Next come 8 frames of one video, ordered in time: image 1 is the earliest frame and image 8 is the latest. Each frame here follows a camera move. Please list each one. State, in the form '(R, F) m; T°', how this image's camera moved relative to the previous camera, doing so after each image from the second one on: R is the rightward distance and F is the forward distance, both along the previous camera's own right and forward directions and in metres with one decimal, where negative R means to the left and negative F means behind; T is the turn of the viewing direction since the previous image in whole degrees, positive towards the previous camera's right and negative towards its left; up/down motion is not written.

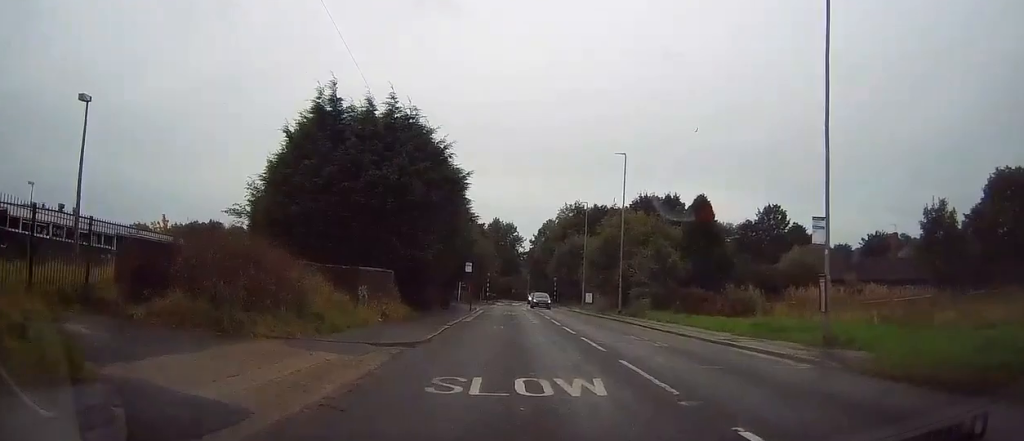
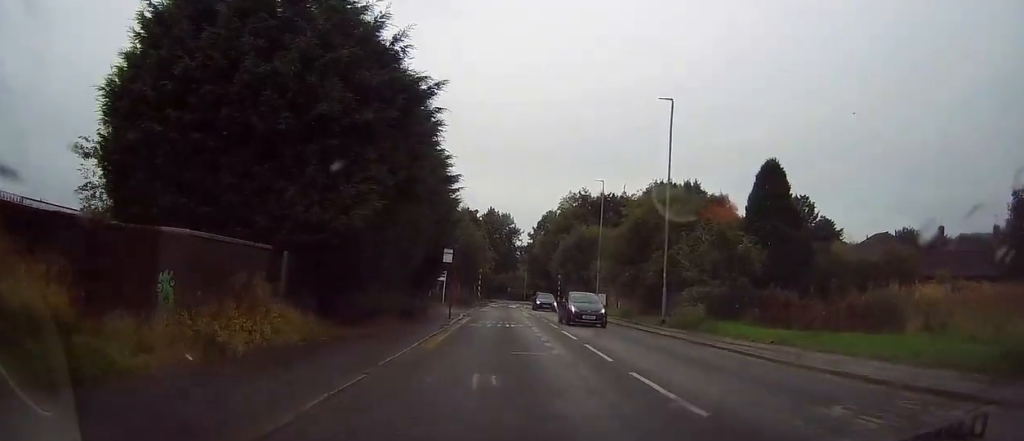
(+0.2, +12.9) m; -1°
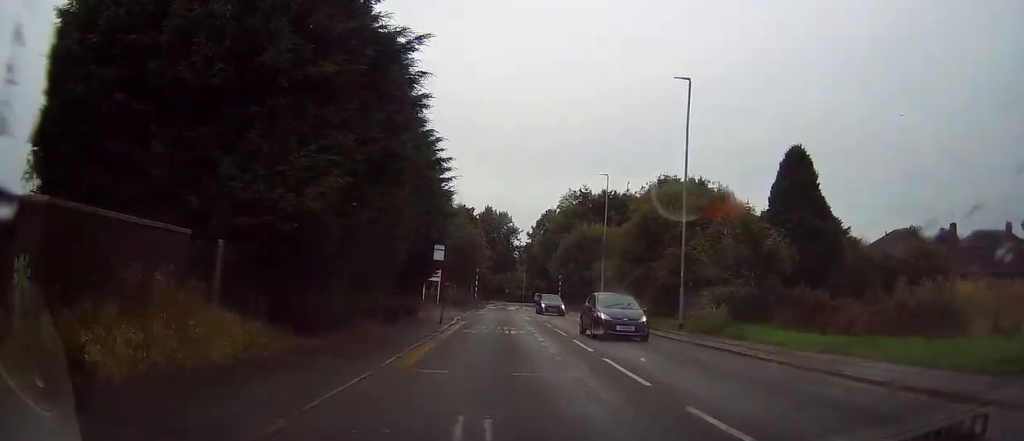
(-0.2, +3.3) m; 0°
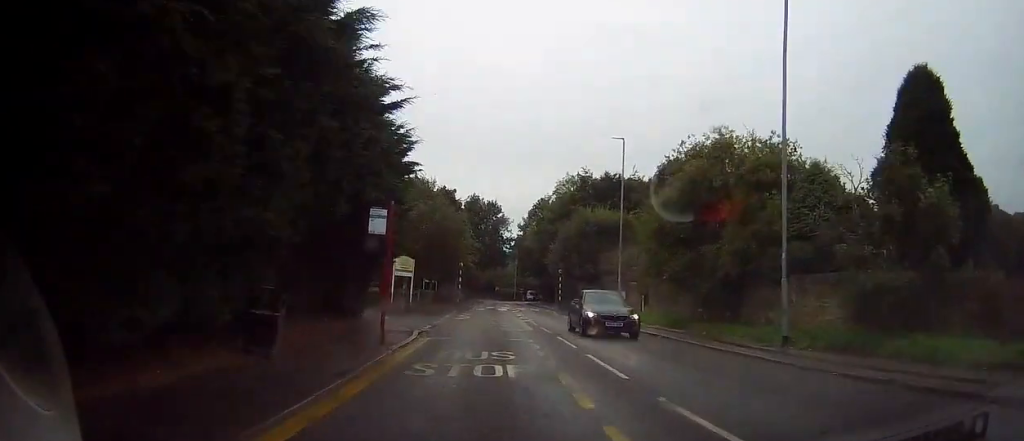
(+0.5, +11.0) m; +1°
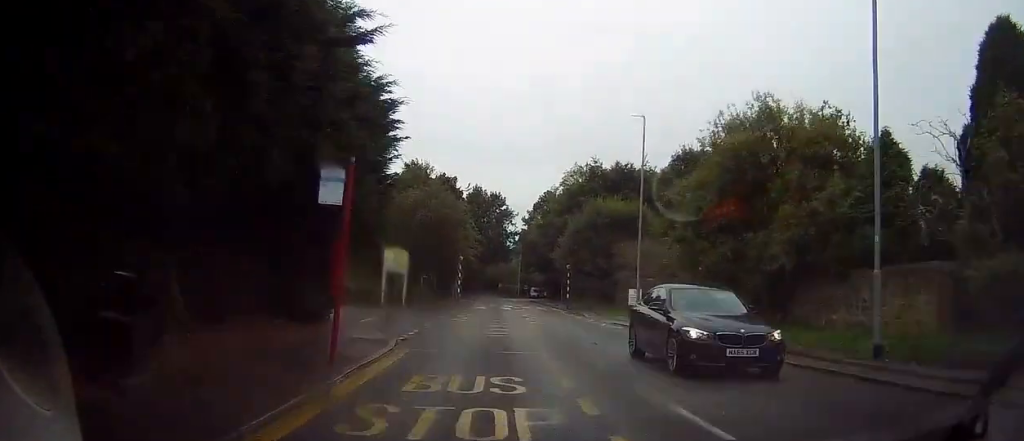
(-0.3, +4.4) m; 0°
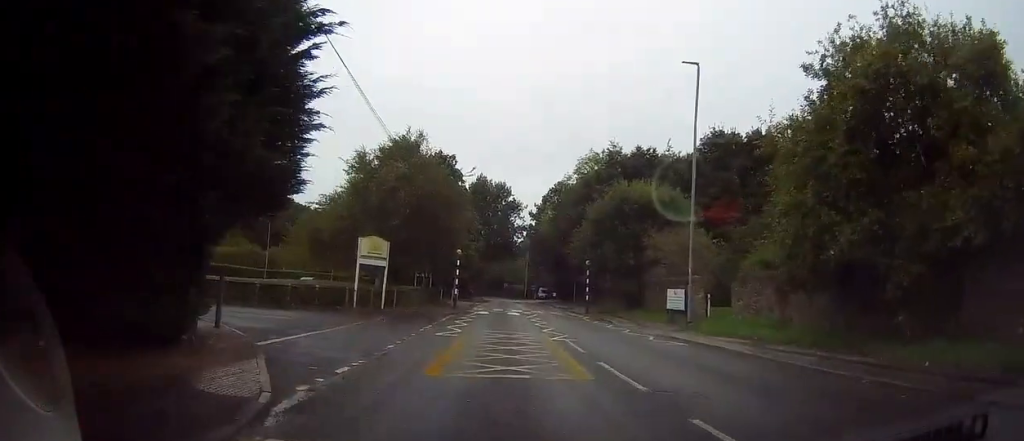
(+0.3, +8.6) m; +3°
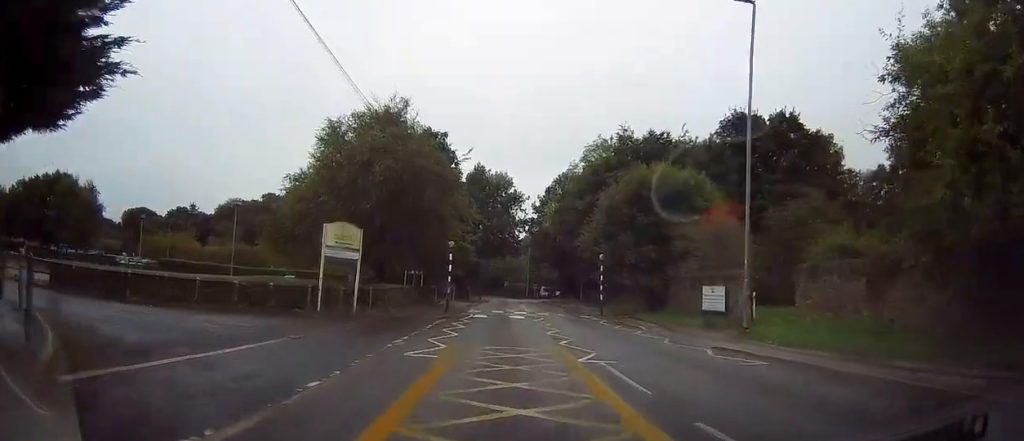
(+0.1, +6.1) m; -1°
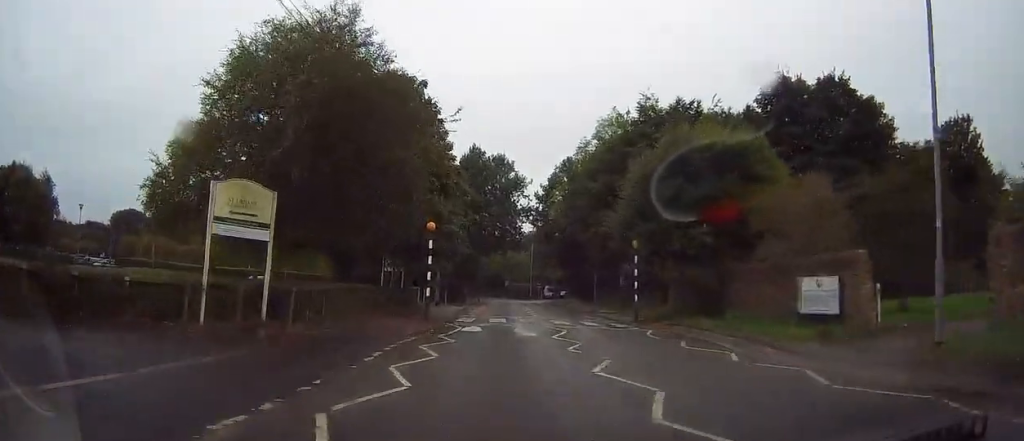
(-0.4, +9.8) m; -2°
